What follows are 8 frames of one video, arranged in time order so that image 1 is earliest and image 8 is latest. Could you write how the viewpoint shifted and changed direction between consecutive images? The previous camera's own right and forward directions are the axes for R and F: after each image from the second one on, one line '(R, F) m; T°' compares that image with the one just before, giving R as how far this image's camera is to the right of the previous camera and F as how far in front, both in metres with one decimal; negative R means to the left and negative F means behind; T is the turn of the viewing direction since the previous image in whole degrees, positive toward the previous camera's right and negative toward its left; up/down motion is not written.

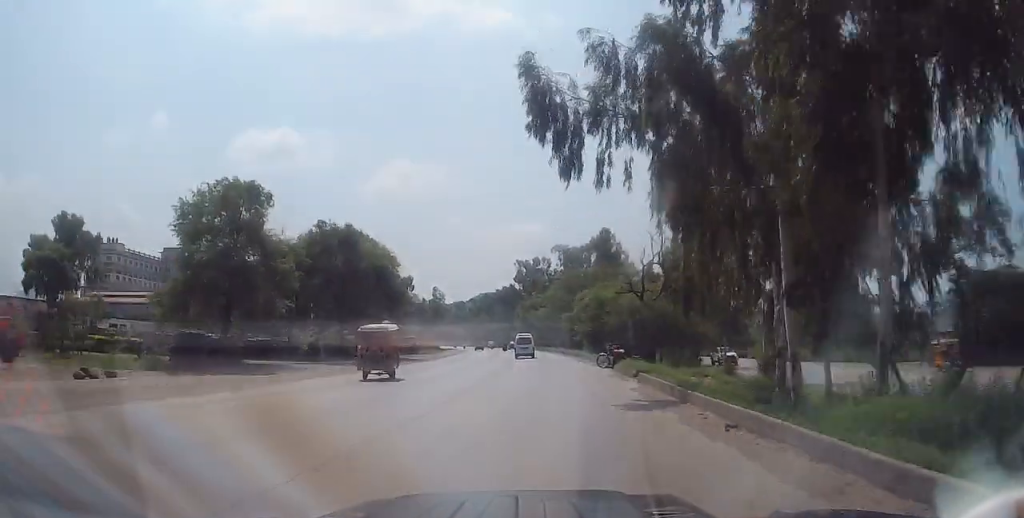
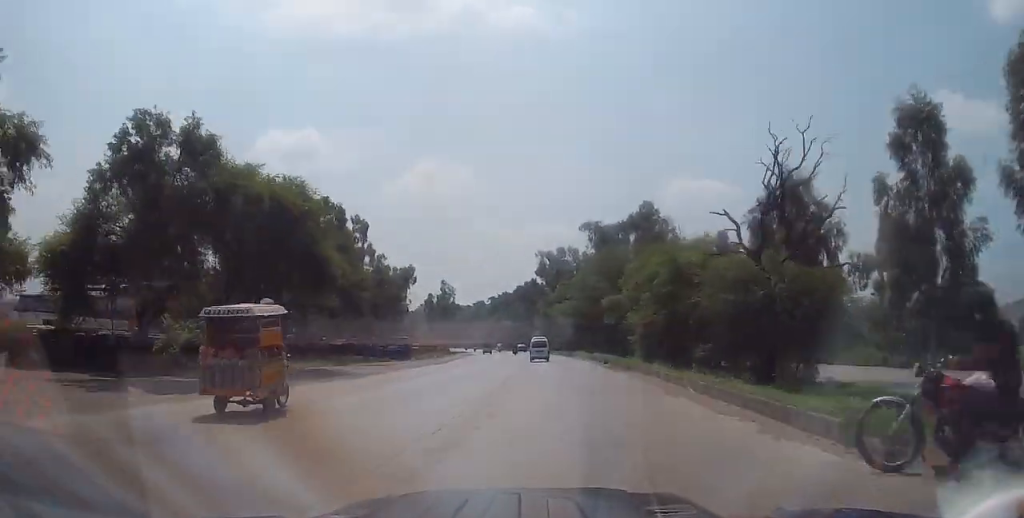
(0.0, +21.3) m; -1°
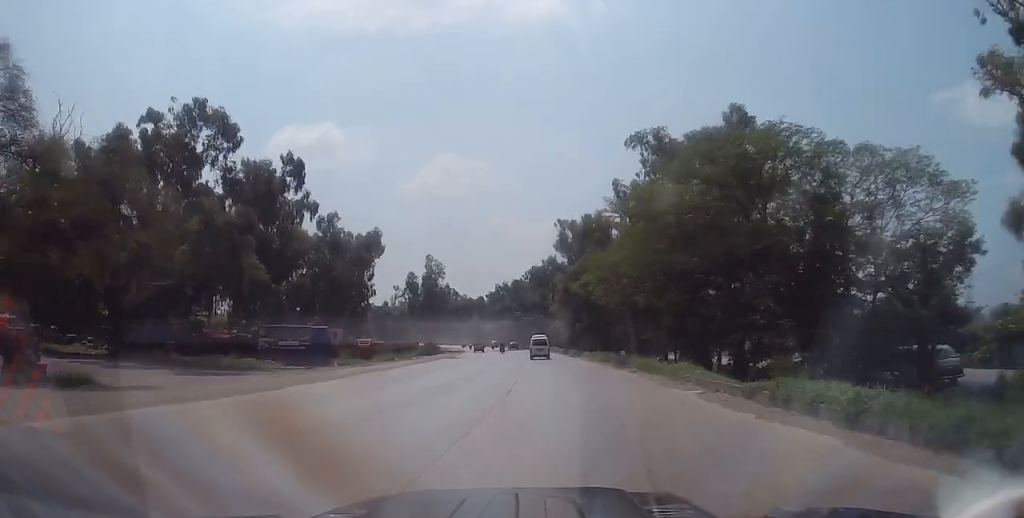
(-0.9, +34.9) m; -2°
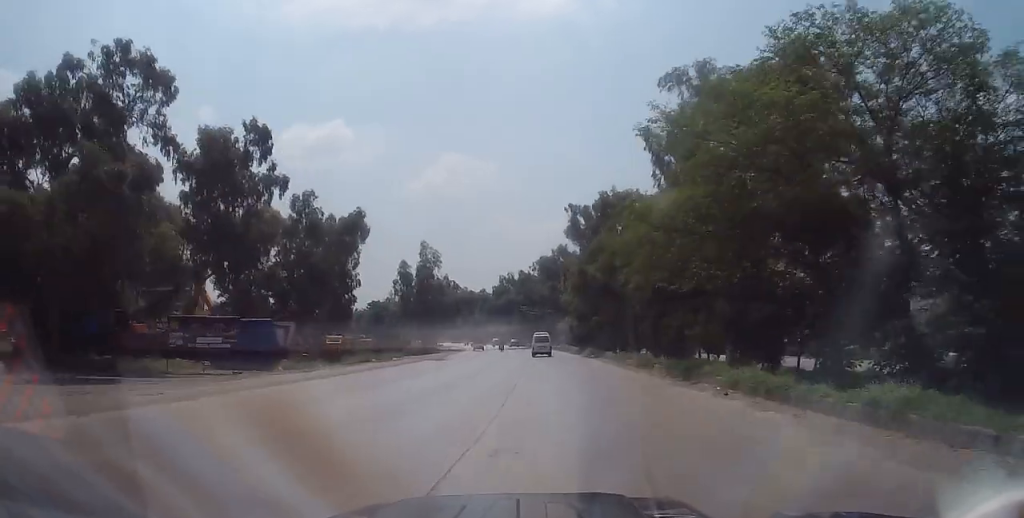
(-0.2, +11.3) m; -1°
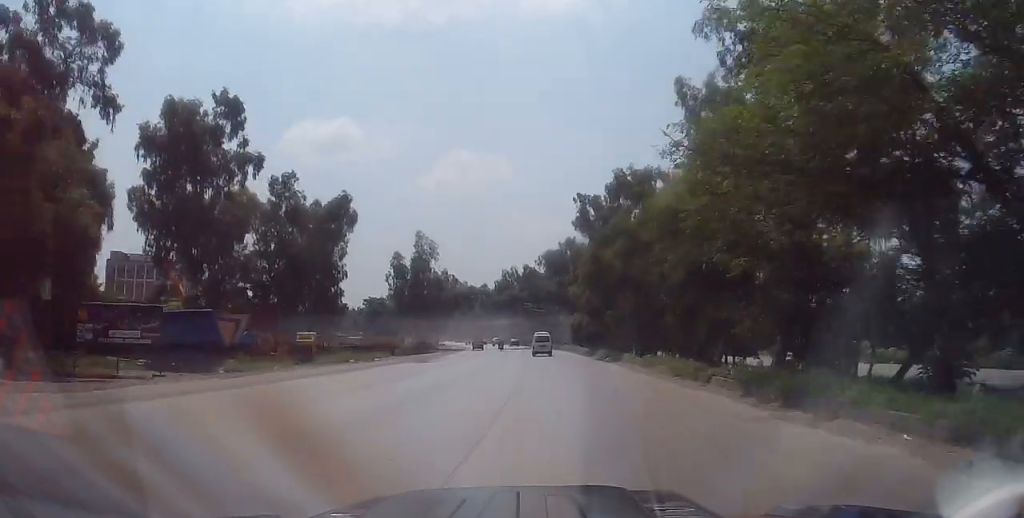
(0.0, +7.4) m; -1°
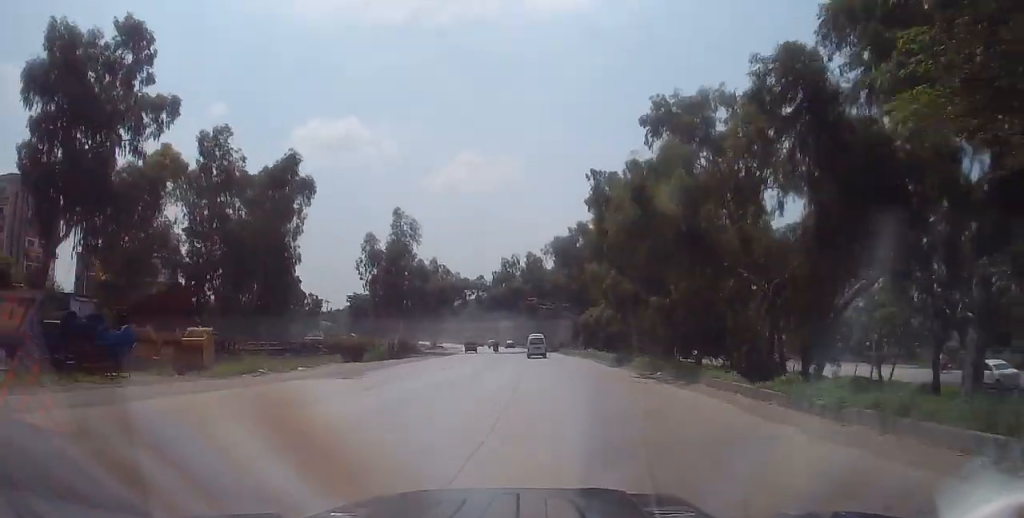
(-0.1, +15.2) m; -1°
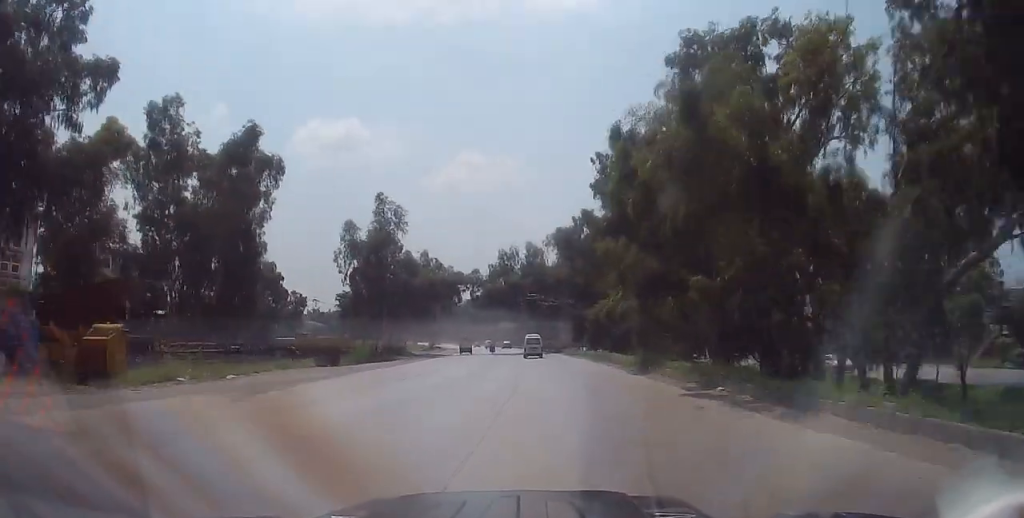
(-0.1, +7.3) m; -1°
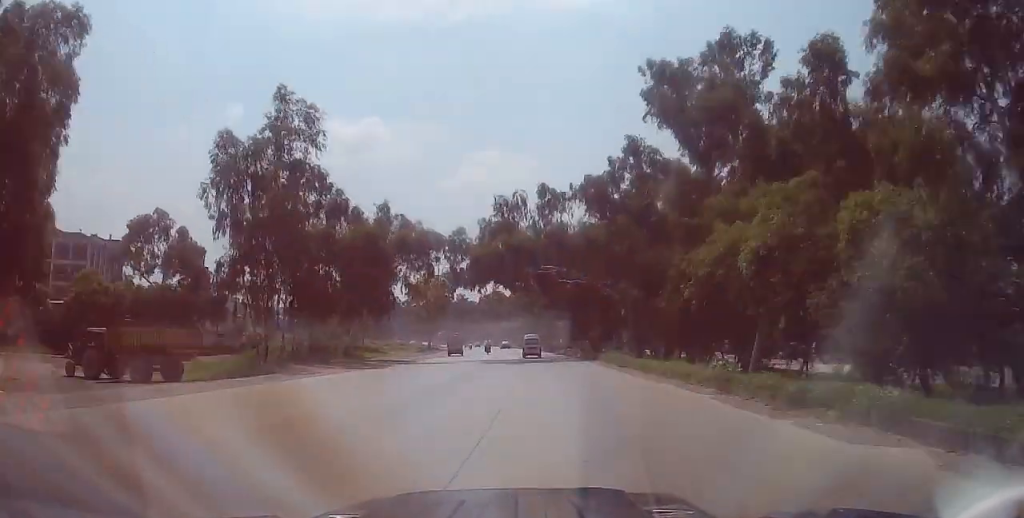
(-0.7, +25.9) m; -1°
